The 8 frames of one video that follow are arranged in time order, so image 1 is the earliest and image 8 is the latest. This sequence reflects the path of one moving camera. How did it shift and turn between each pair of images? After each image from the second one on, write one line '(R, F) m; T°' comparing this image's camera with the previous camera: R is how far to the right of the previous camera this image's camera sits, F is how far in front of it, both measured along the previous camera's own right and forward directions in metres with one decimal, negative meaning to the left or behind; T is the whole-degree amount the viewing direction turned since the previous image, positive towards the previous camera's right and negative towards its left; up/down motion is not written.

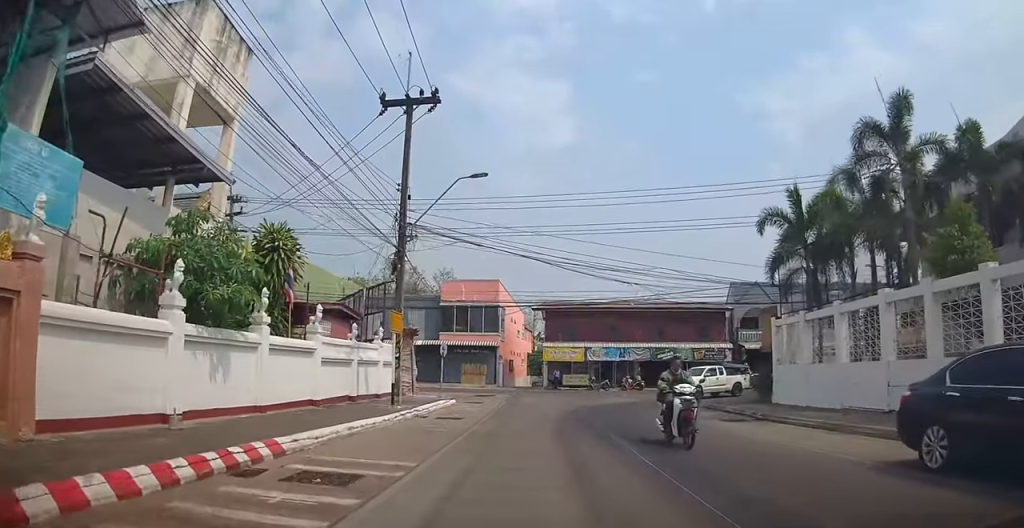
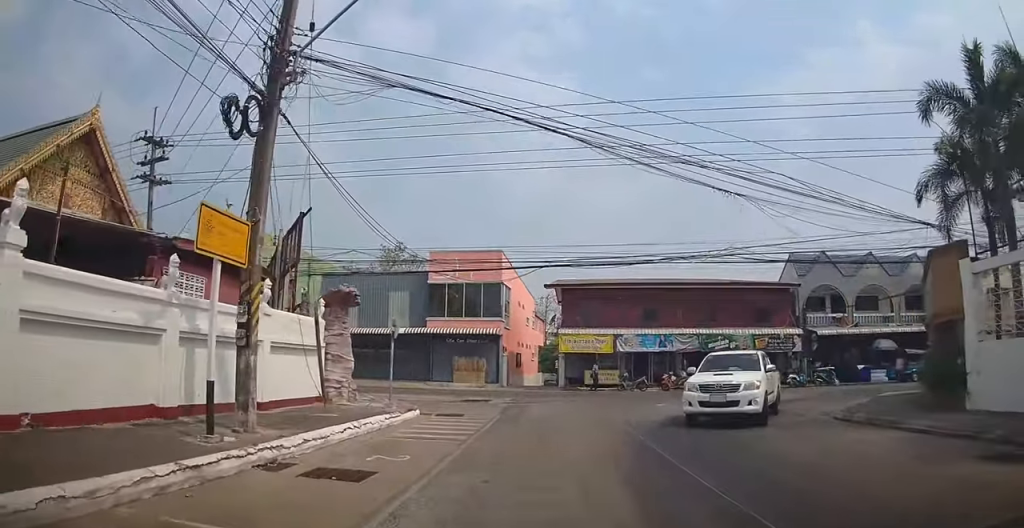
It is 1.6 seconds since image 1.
(-0.2, +12.0) m; 0°
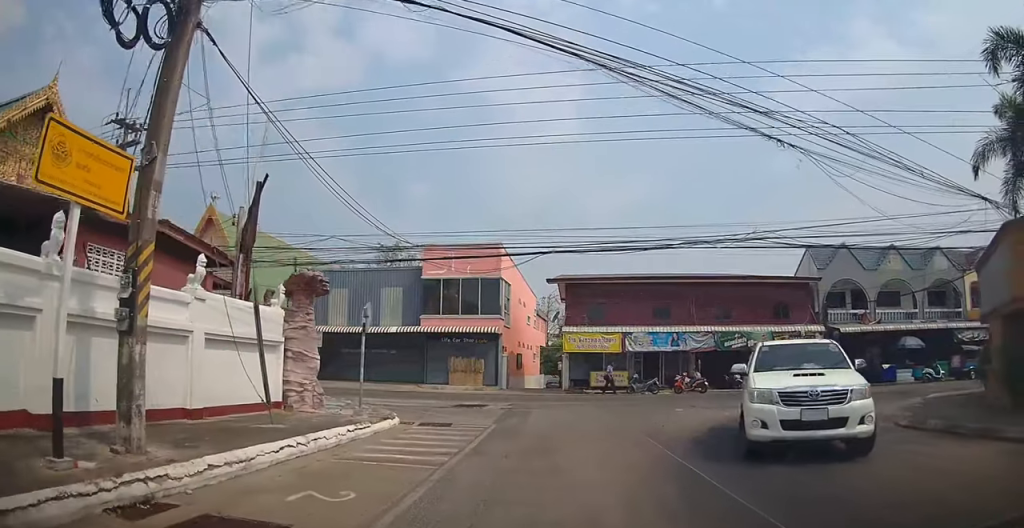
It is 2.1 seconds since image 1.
(+0.3, +3.3) m; 0°
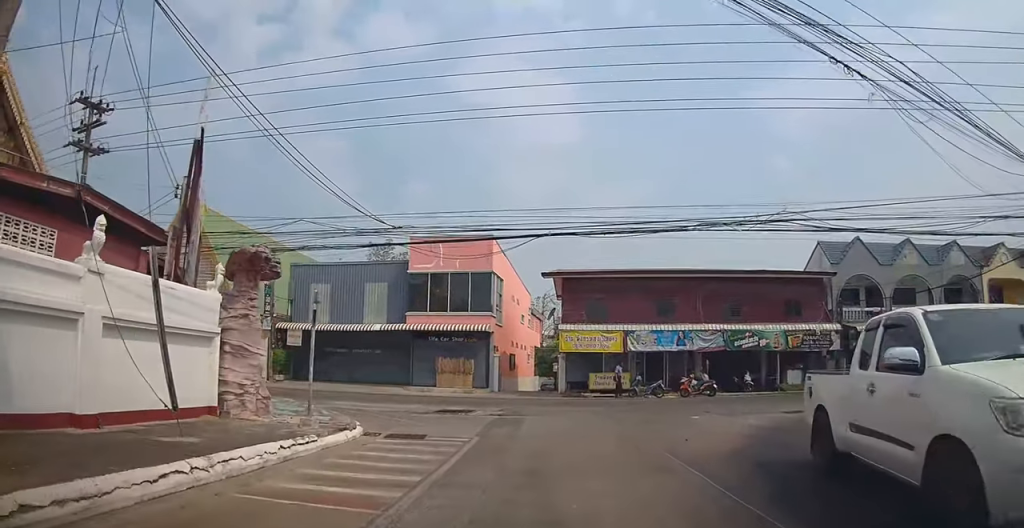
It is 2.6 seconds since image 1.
(+0.4, +3.3) m; 0°
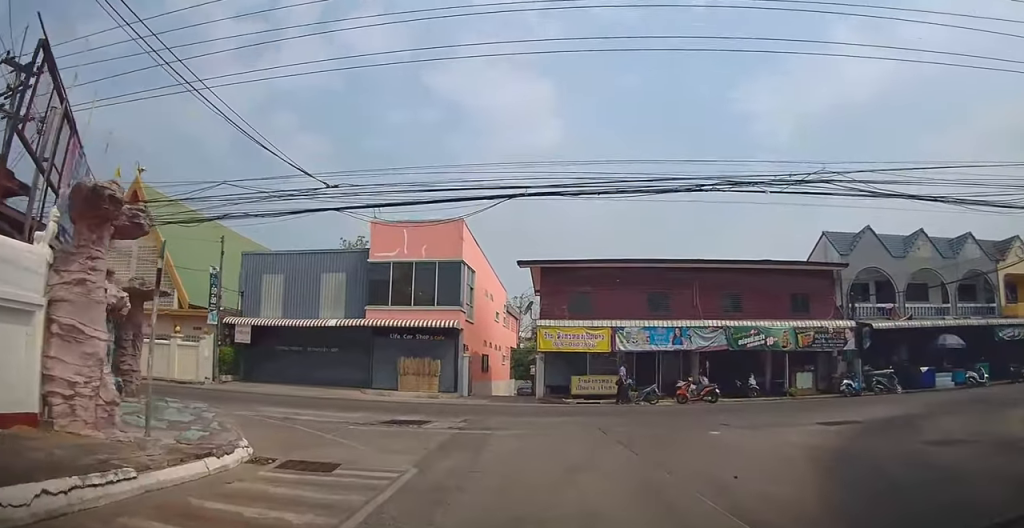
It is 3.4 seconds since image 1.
(-0.5, +5.1) m; 0°
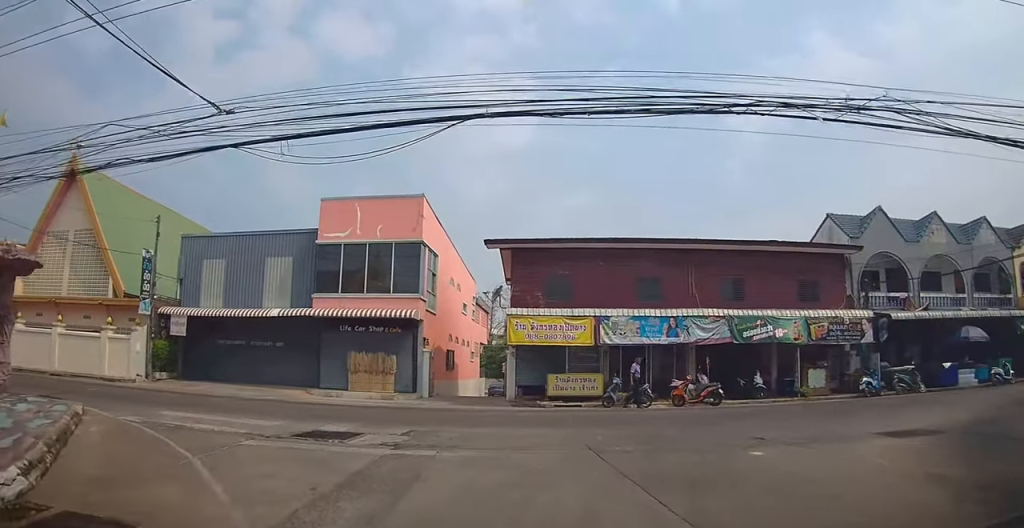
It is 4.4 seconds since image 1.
(+0.3, +5.9) m; +5°
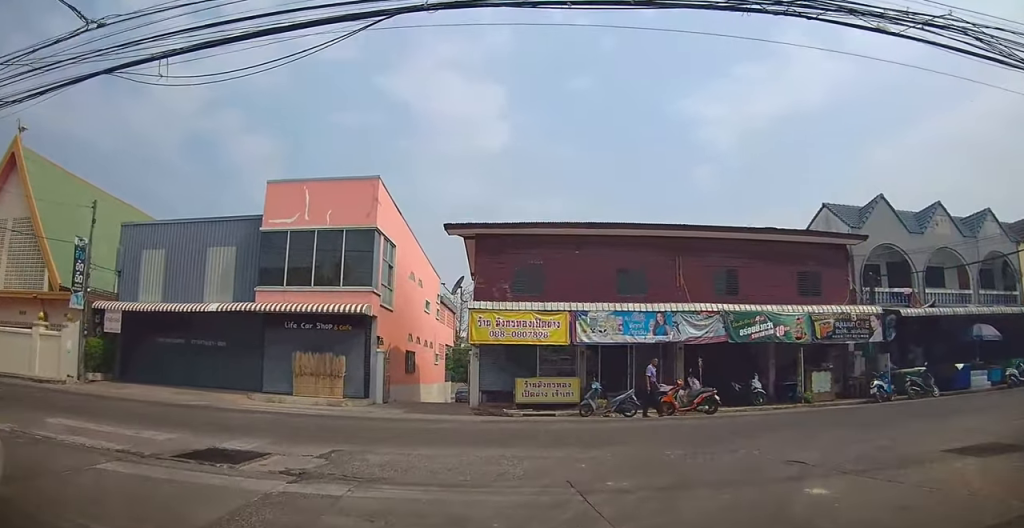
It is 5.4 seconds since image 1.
(+0.2, +5.3) m; -4°
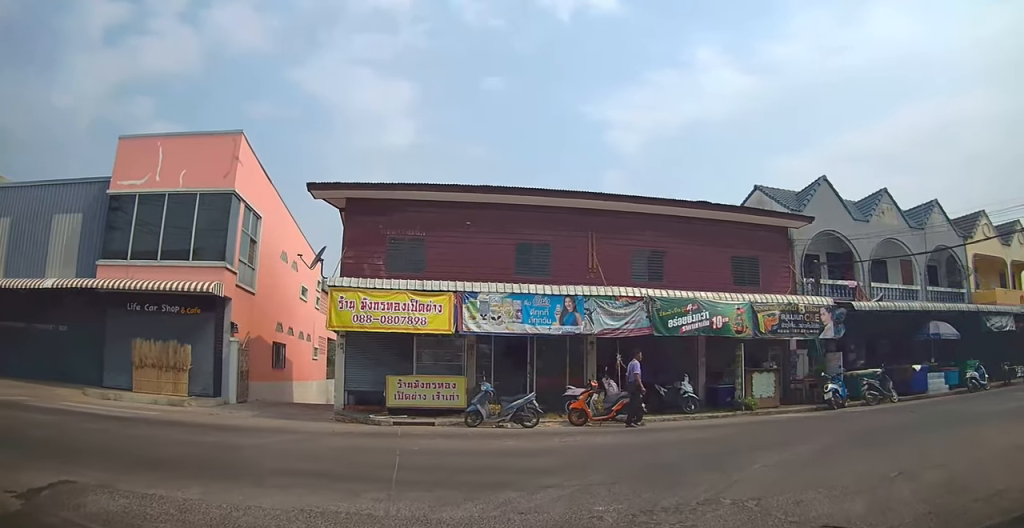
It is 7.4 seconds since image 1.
(-0.8, +7.3) m; 0°
